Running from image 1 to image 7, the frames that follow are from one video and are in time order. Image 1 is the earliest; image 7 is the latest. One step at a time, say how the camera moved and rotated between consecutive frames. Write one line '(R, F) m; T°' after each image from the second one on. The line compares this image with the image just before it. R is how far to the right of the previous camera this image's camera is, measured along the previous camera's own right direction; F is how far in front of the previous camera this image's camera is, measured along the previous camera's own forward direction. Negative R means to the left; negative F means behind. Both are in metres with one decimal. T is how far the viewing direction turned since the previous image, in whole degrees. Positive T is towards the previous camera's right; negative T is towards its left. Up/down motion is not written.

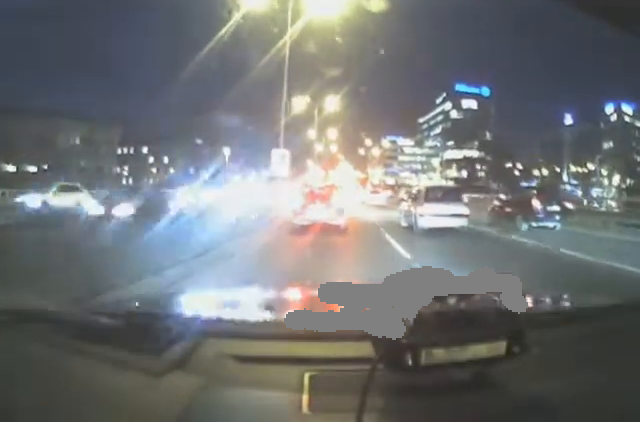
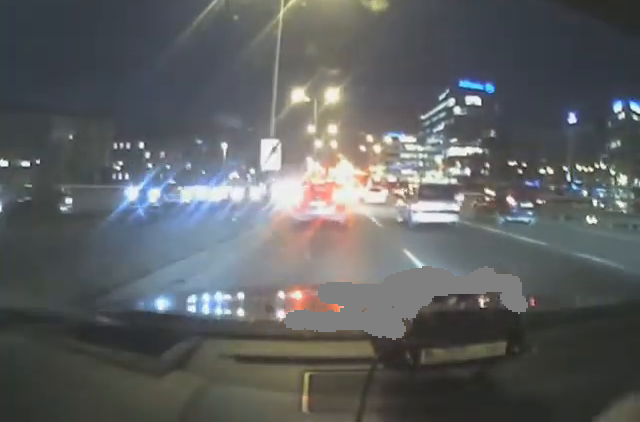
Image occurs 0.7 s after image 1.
(0.0, +4.1) m; 0°
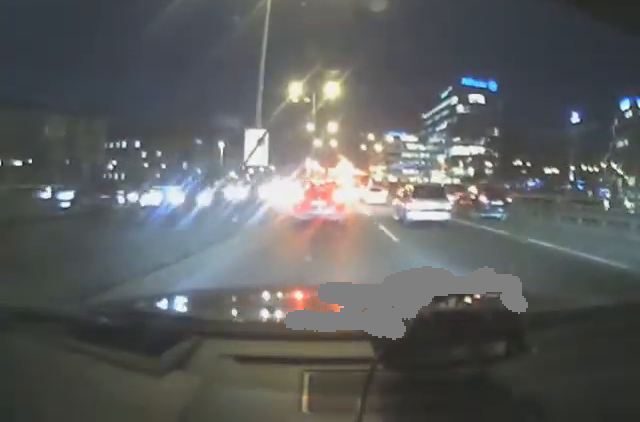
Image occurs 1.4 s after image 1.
(0.0, +3.4) m; 0°
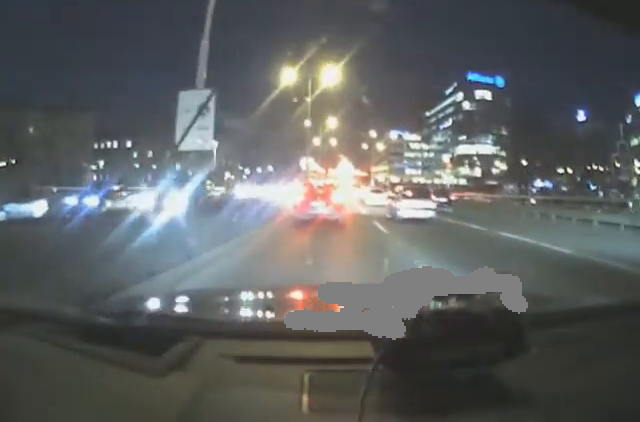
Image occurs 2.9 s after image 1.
(-0.1, +6.0) m; -1°
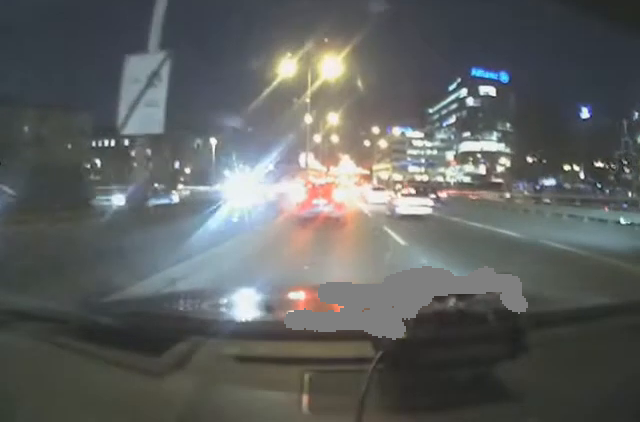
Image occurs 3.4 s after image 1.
(0.0, +2.0) m; 0°
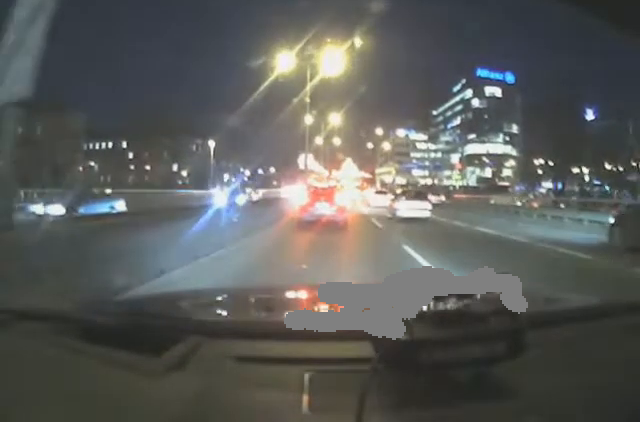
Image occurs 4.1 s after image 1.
(0.0, +2.6) m; 0°
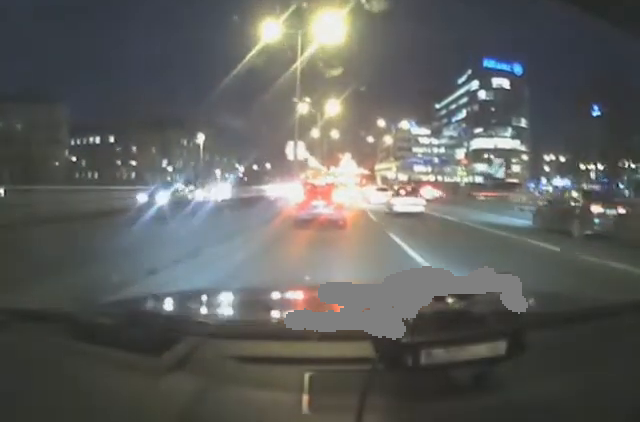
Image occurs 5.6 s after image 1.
(0.0, +6.5) m; +1°
